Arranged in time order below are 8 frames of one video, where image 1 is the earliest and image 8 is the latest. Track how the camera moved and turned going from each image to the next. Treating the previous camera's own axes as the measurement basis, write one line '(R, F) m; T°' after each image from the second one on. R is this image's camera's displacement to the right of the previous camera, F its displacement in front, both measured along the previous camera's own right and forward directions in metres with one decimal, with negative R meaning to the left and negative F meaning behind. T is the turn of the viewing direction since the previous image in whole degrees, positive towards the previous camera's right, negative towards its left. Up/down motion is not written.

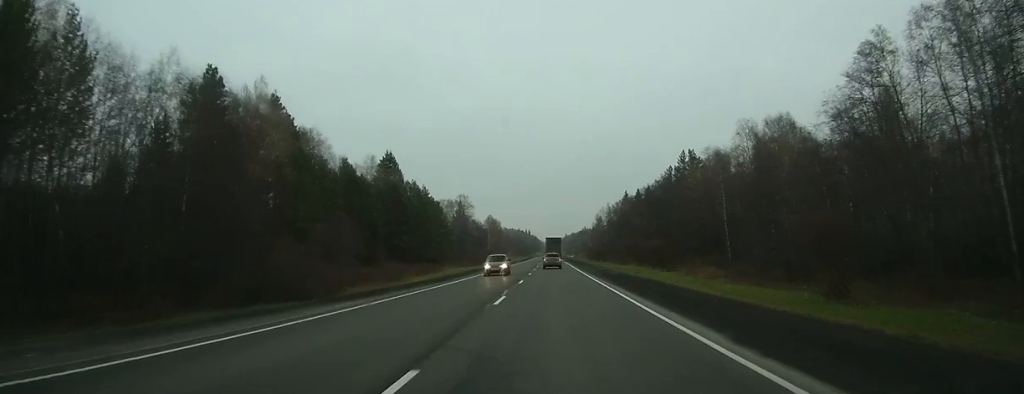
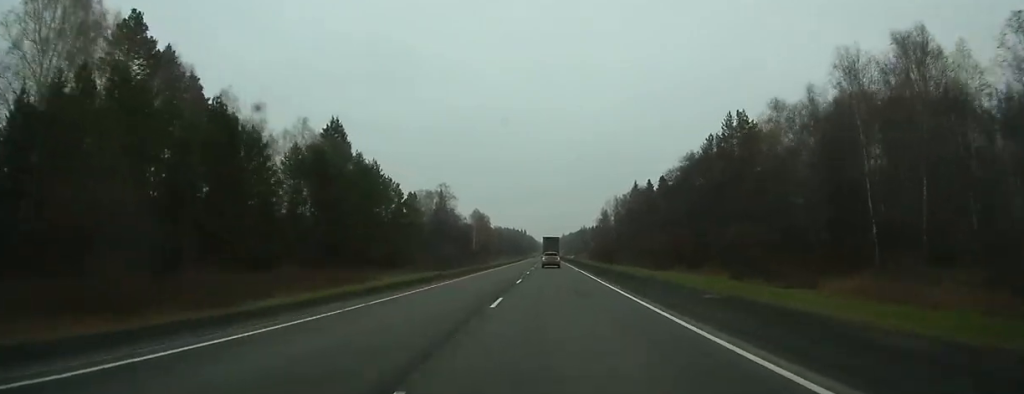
(0.0, +36.9) m; 0°
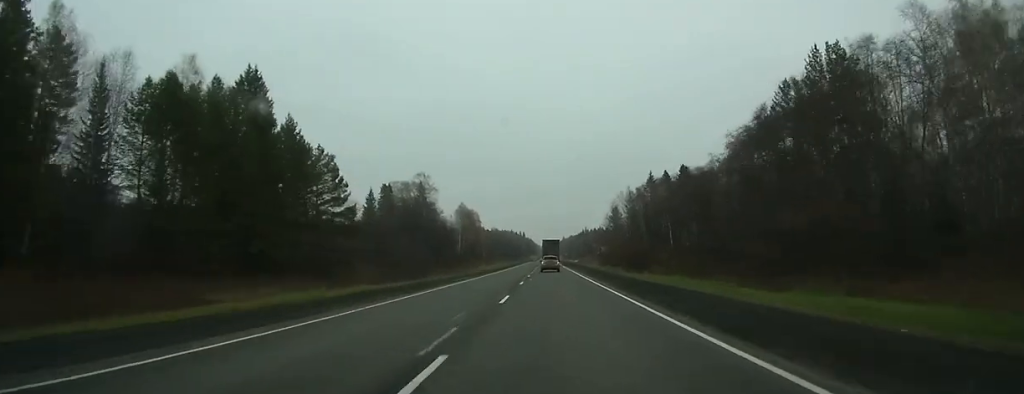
(0.0, +32.5) m; 0°
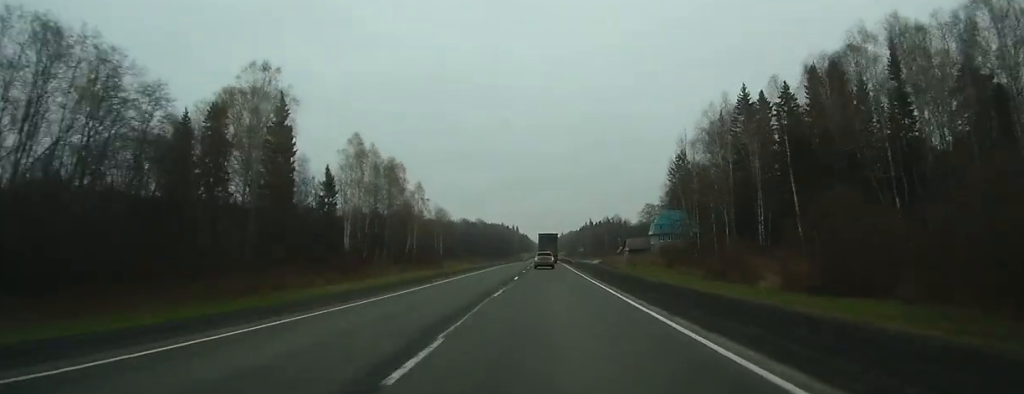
(-0.2, +82.7) m; 0°
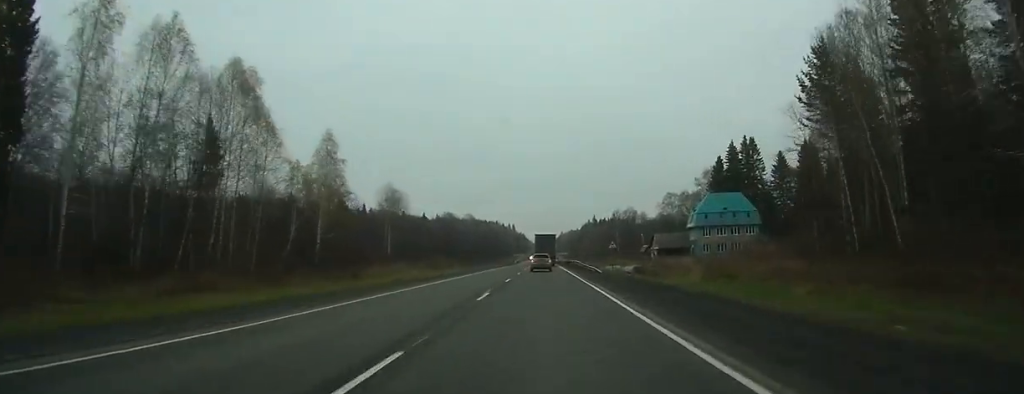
(+0.2, +43.6) m; 0°
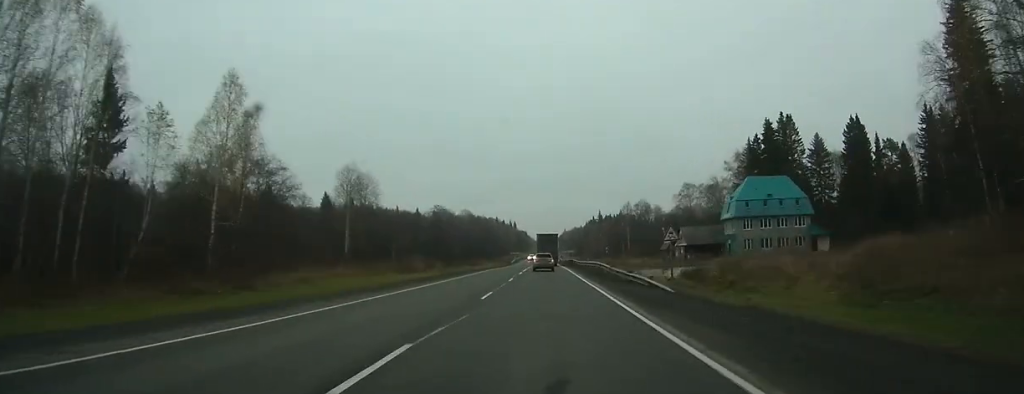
(+0.1, +21.7) m; 0°
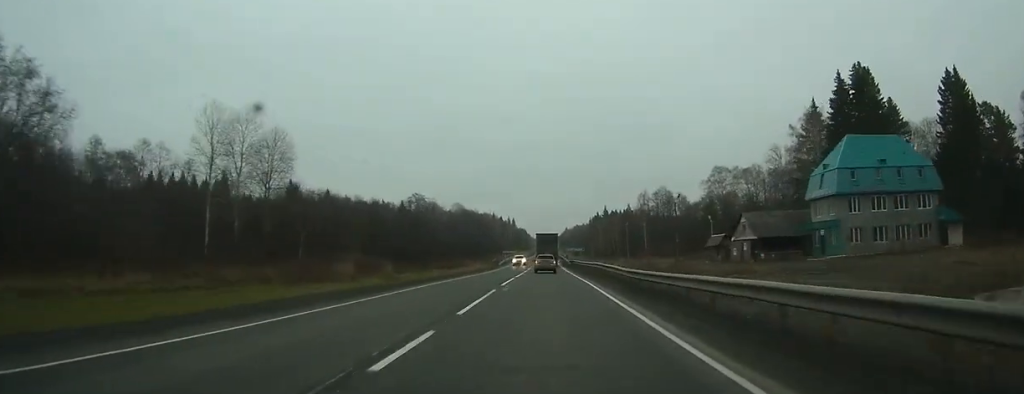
(+0.1, +33.1) m; 0°
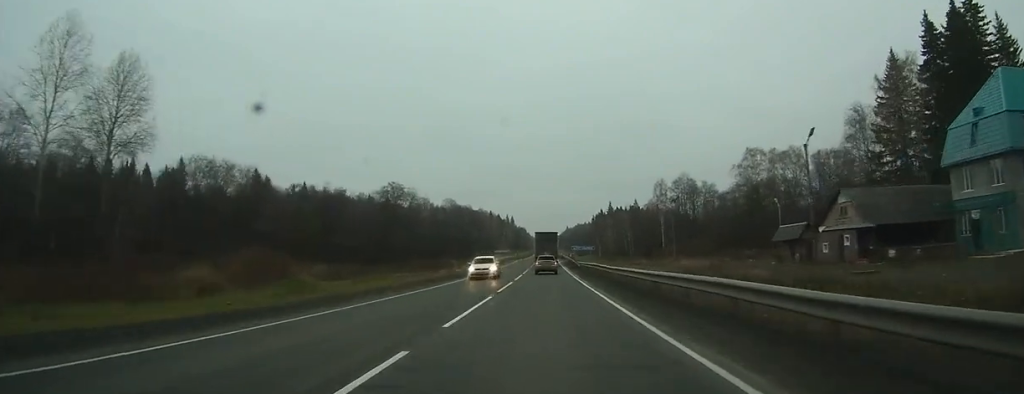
(-0.1, +25.9) m; 0°
